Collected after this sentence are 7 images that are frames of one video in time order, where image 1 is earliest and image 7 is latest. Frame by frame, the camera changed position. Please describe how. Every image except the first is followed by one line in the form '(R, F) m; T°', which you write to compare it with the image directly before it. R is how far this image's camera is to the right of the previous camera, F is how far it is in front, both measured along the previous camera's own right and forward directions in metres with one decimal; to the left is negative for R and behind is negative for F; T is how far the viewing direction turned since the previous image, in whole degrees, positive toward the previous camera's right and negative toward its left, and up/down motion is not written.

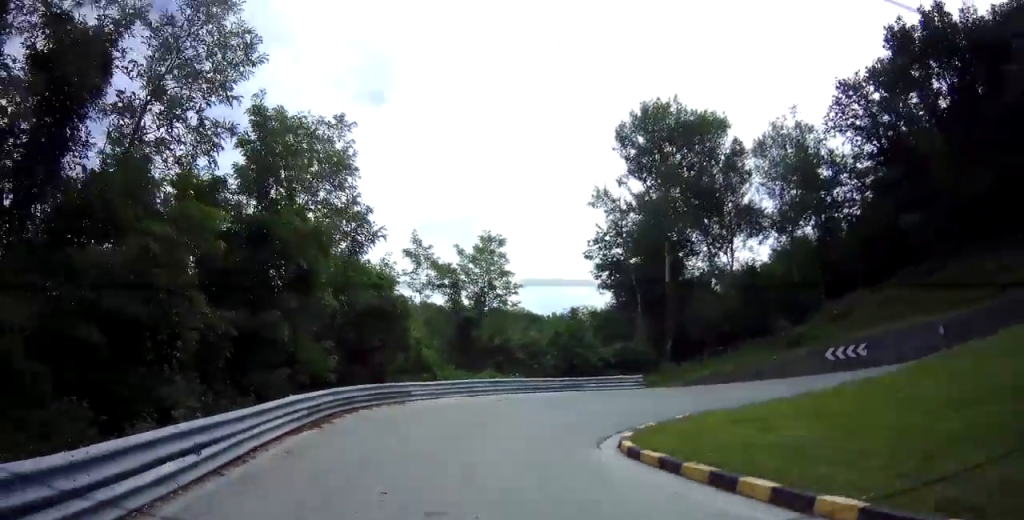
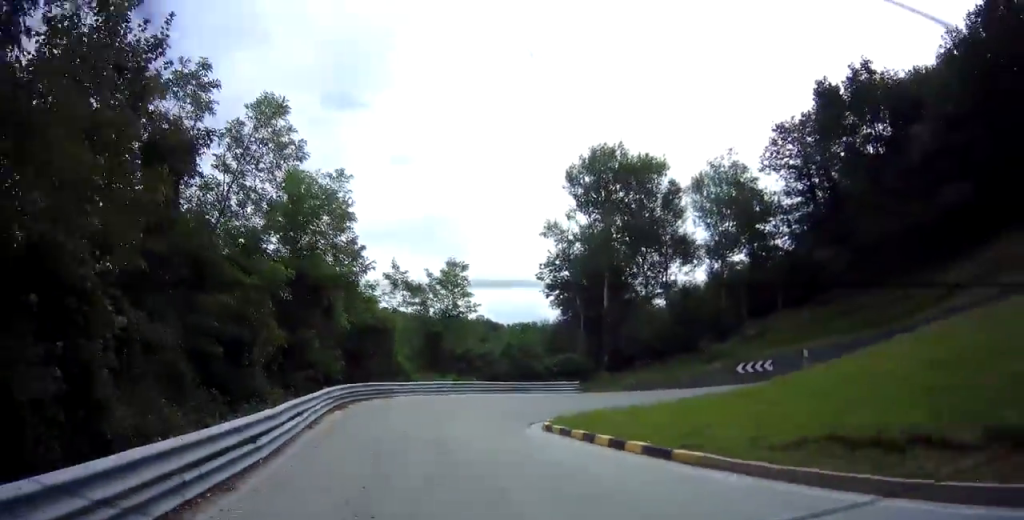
(+0.5, +5.2) m; +8°
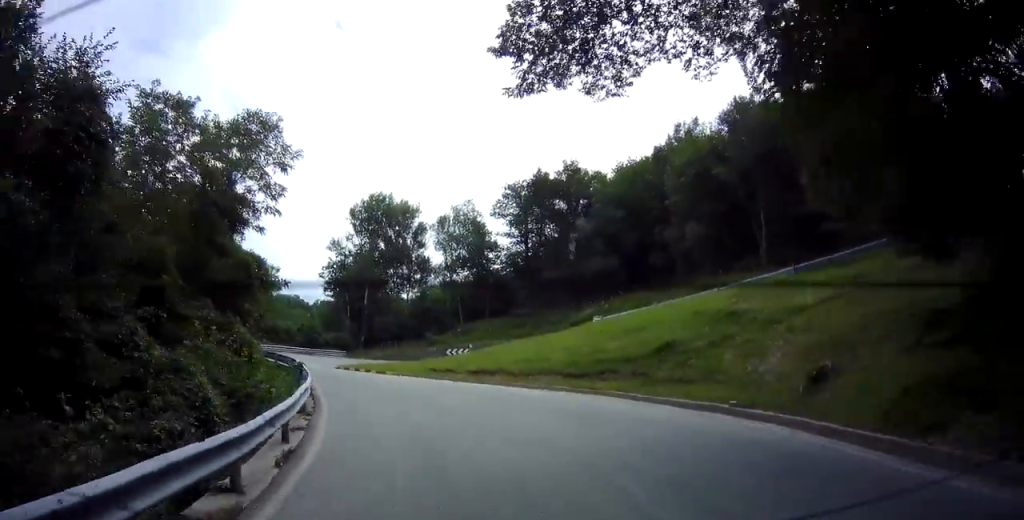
(+3.4, +18.8) m; +18°
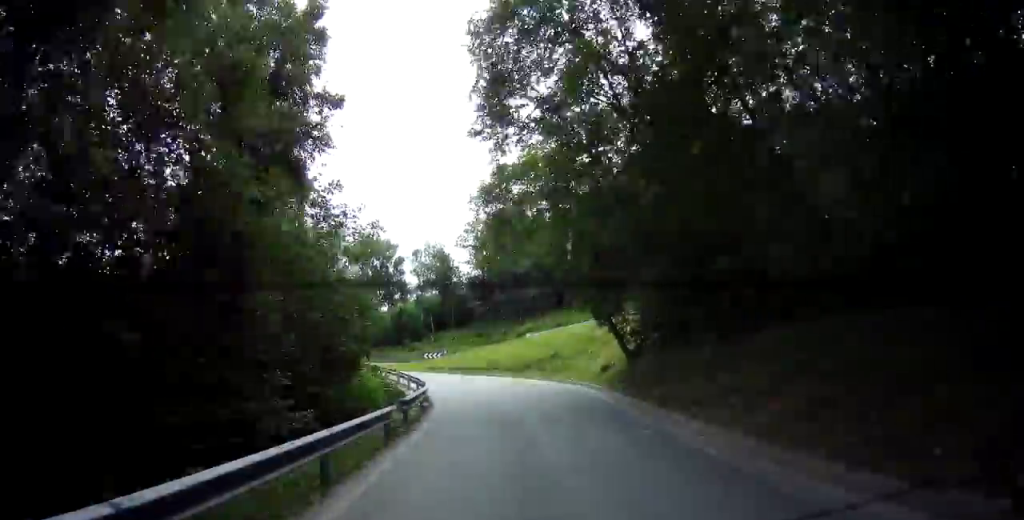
(+0.5, +16.7) m; -1°
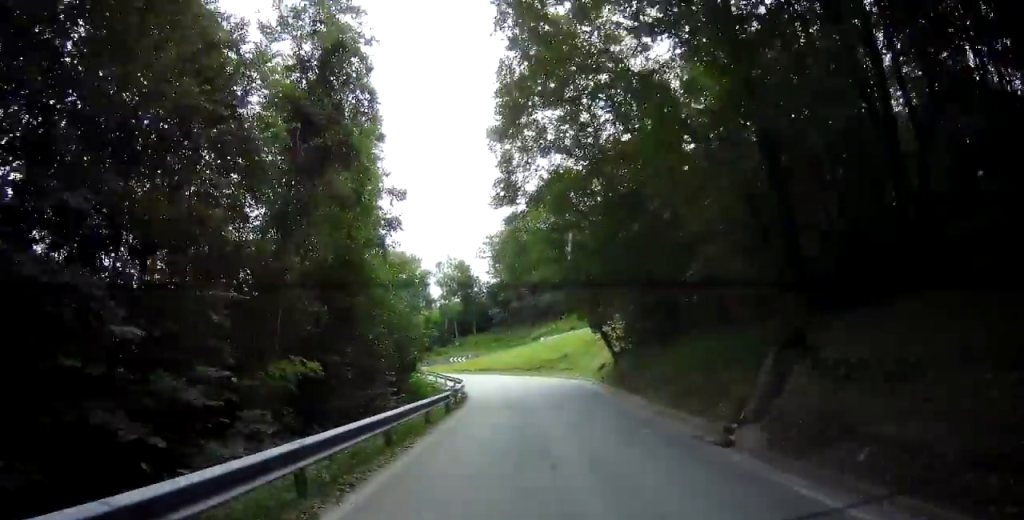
(-0.1, +6.8) m; -3°
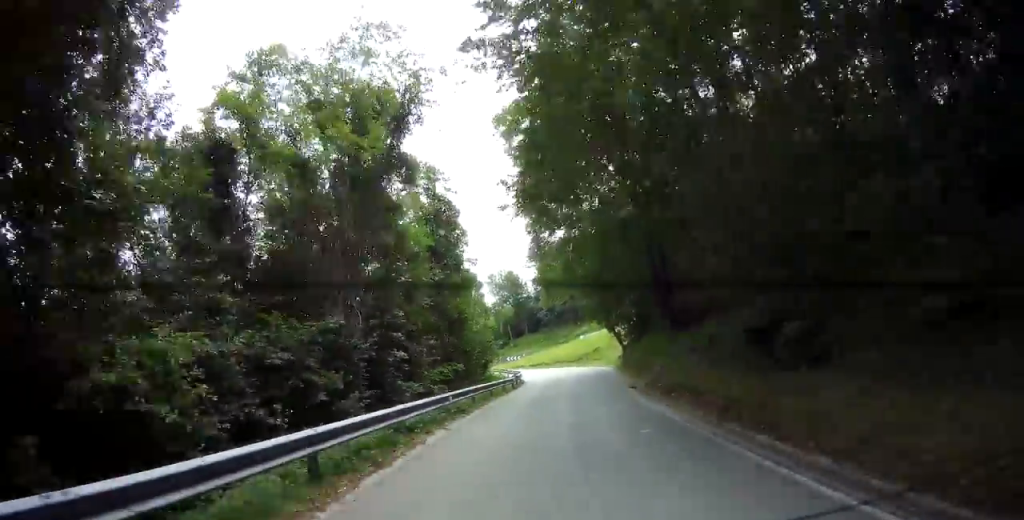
(-0.6, +13.3) m; -15°
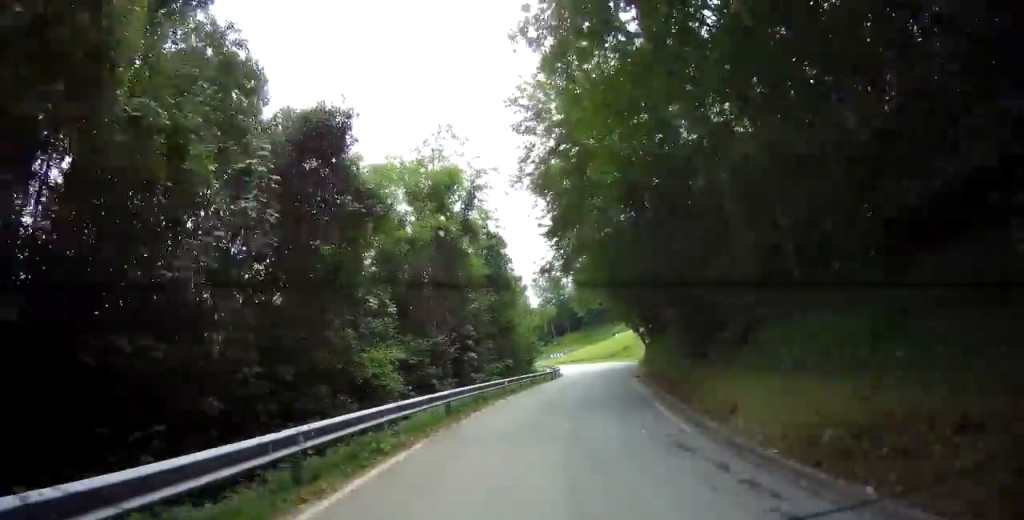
(+0.1, +7.1) m; -13°
